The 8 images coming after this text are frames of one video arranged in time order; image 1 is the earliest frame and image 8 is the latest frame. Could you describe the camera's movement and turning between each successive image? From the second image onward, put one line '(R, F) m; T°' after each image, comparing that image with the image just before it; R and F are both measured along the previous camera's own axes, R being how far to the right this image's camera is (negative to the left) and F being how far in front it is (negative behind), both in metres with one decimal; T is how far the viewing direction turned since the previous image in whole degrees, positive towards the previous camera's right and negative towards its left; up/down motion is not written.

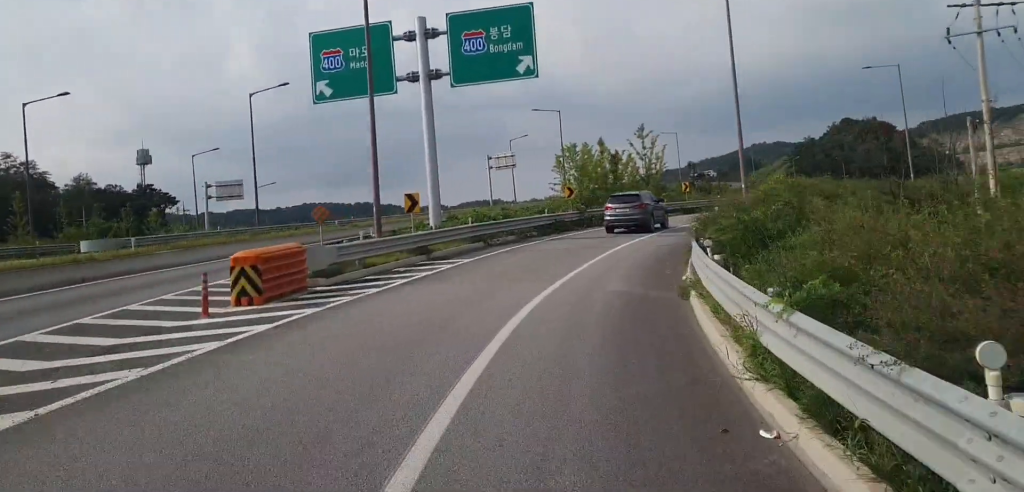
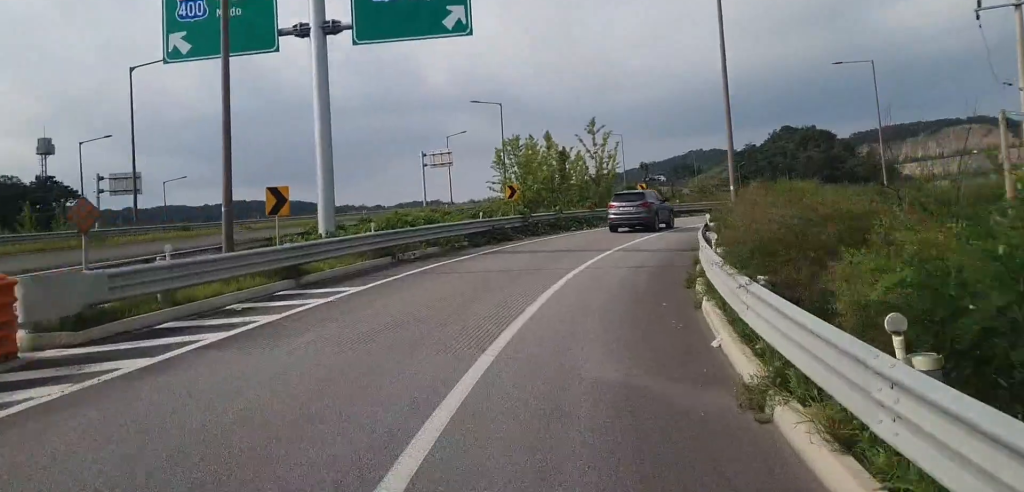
(+0.5, +7.3) m; +5°
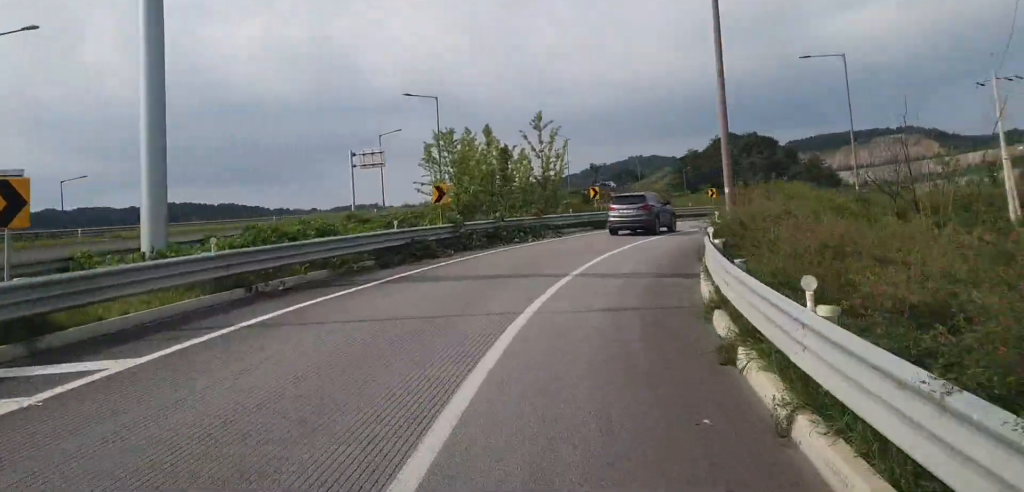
(+0.3, +6.4) m; +4°
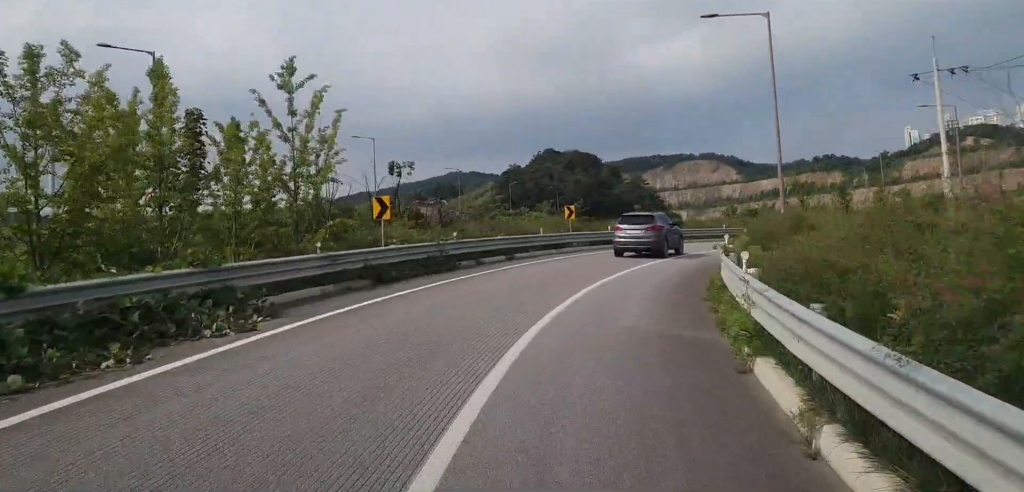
(+2.0, +19.4) m; +12°
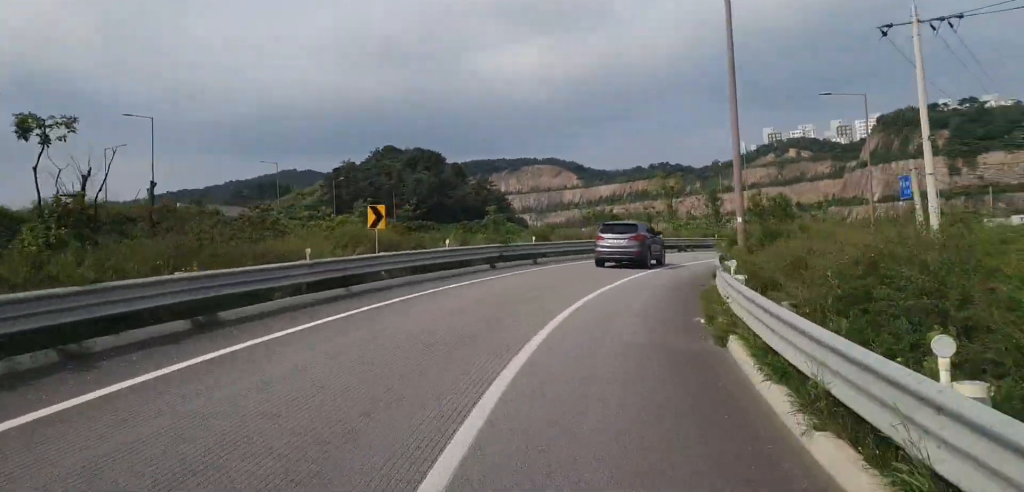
(+1.4, +15.3) m; +11°
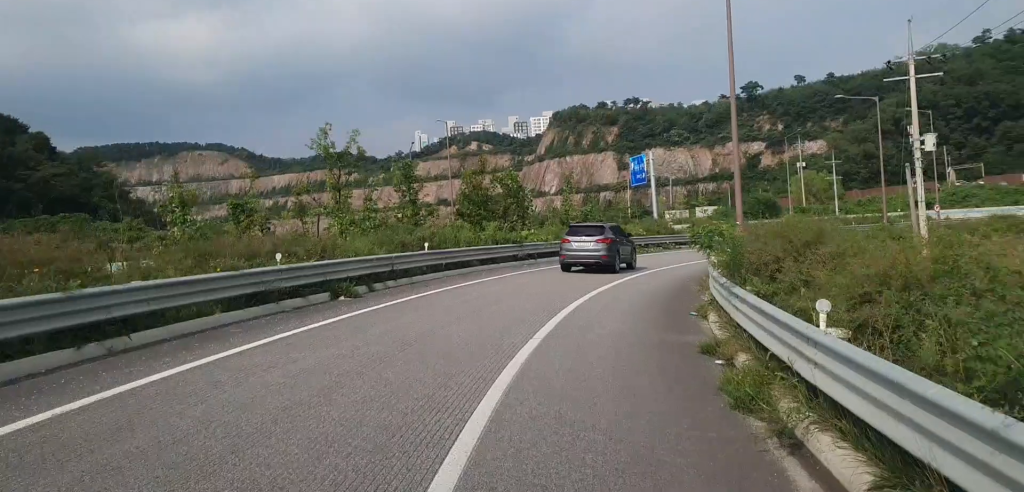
(+5.6, +30.3) m; +22°
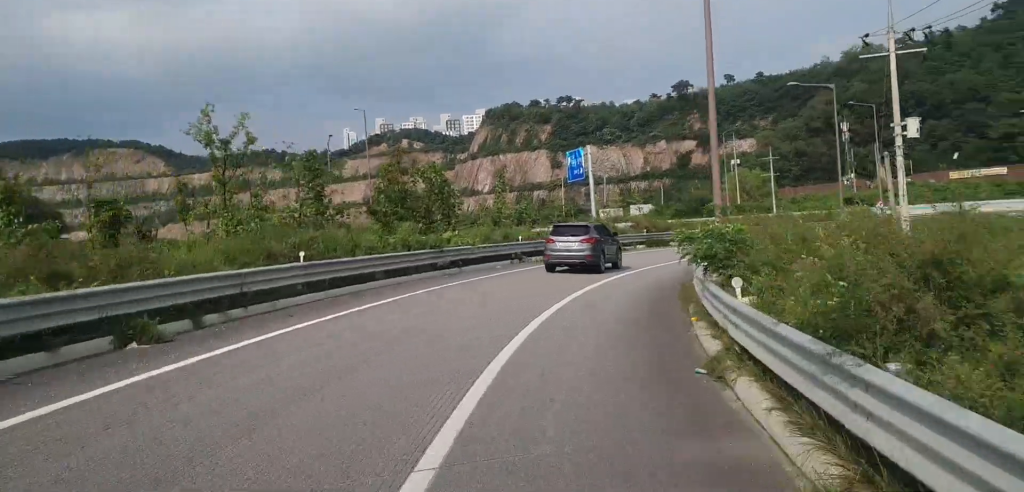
(0.0, +6.0) m; +5°
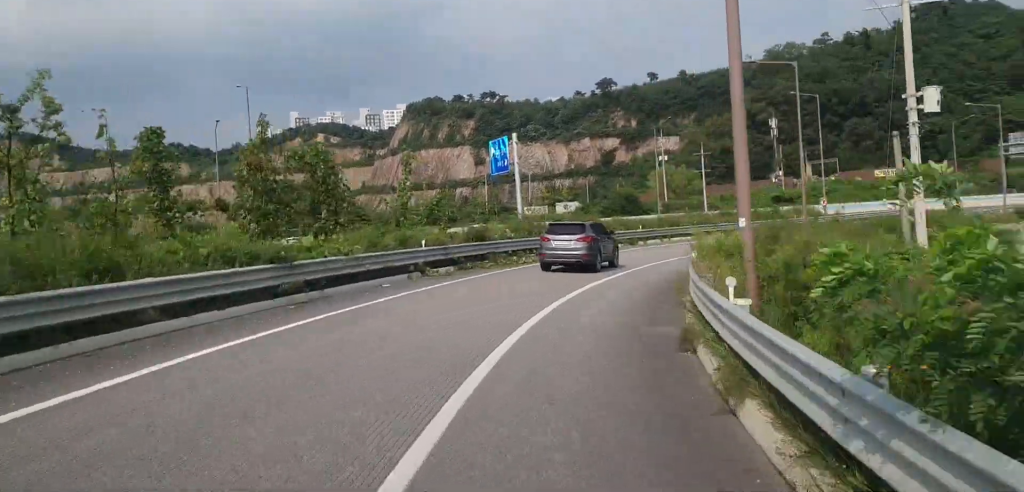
(+0.7, +8.3) m; +7°
